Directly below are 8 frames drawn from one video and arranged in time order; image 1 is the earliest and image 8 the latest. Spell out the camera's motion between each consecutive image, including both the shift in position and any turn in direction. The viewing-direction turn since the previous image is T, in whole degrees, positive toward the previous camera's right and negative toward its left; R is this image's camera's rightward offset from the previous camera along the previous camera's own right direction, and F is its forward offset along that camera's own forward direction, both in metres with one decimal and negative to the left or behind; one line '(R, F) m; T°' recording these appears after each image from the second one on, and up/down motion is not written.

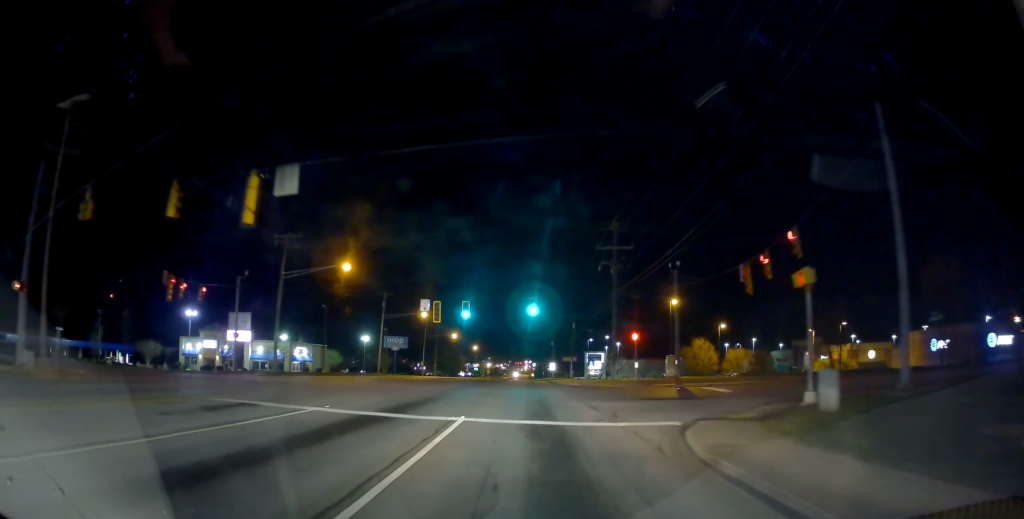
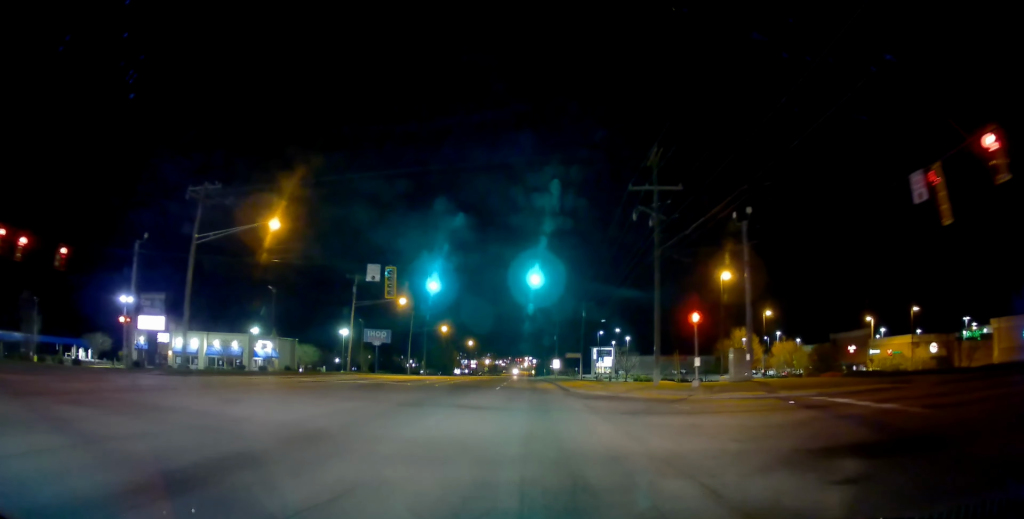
(-0.5, +15.4) m; 0°
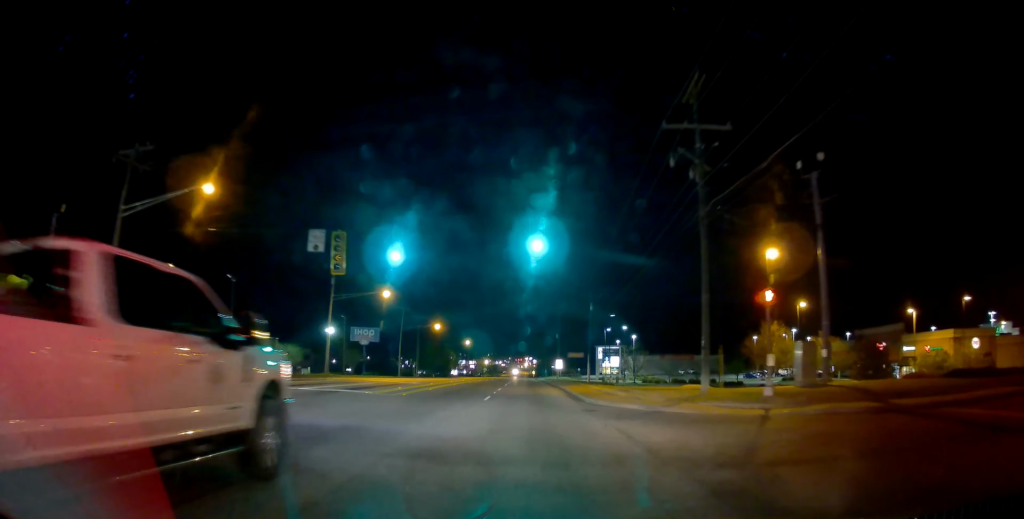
(+0.1, +8.2) m; +2°
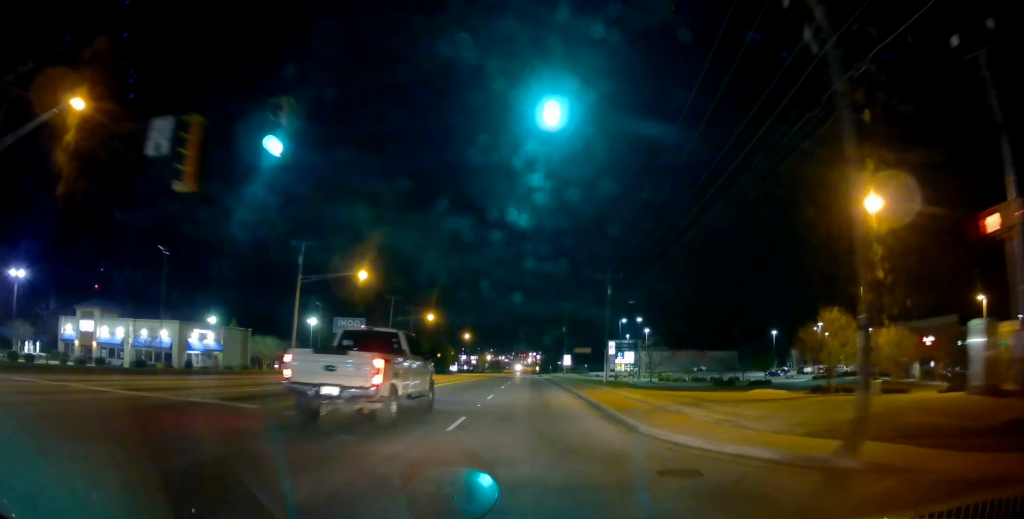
(+0.3, +10.6) m; +2°
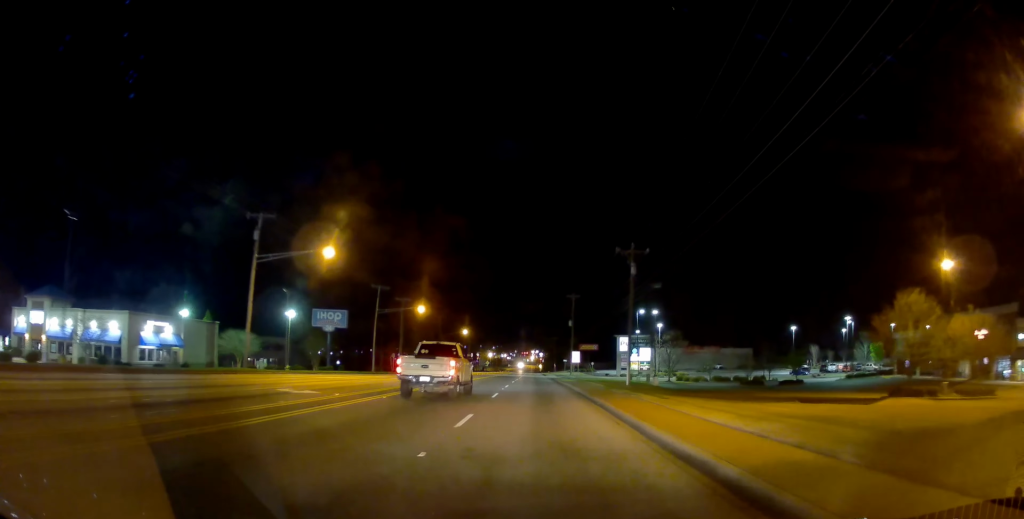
(0.0, +9.9) m; 0°
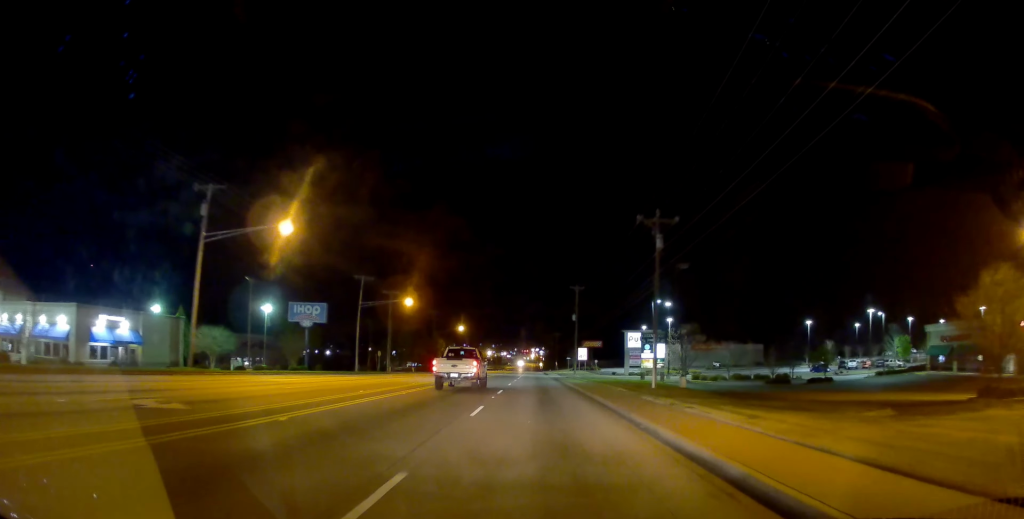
(0.0, +7.8) m; 0°
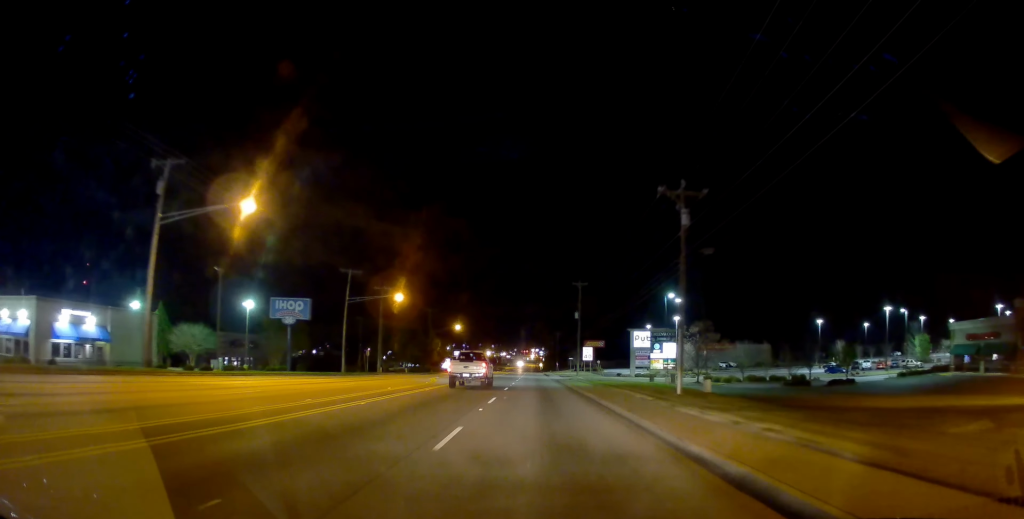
(0.0, +5.2) m; 0°
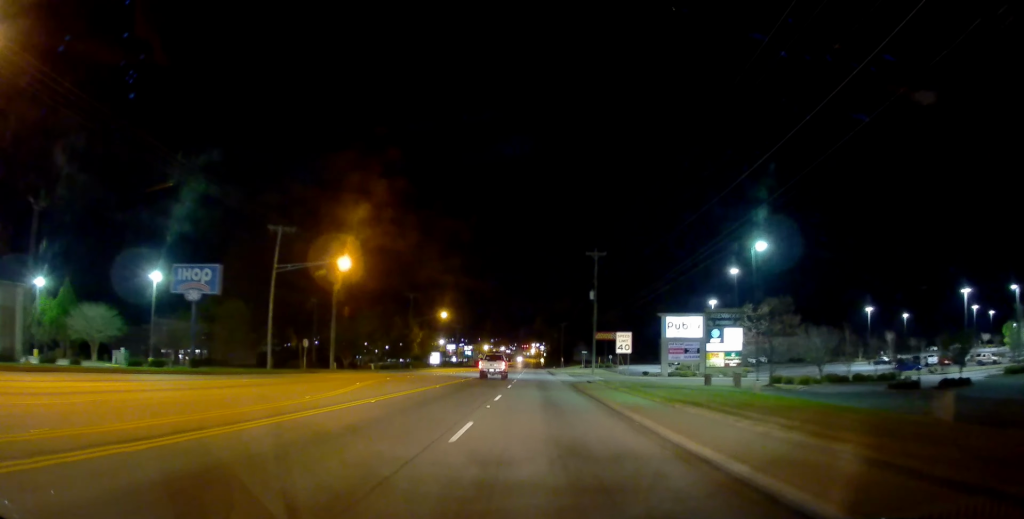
(0.0, +19.7) m; 0°
